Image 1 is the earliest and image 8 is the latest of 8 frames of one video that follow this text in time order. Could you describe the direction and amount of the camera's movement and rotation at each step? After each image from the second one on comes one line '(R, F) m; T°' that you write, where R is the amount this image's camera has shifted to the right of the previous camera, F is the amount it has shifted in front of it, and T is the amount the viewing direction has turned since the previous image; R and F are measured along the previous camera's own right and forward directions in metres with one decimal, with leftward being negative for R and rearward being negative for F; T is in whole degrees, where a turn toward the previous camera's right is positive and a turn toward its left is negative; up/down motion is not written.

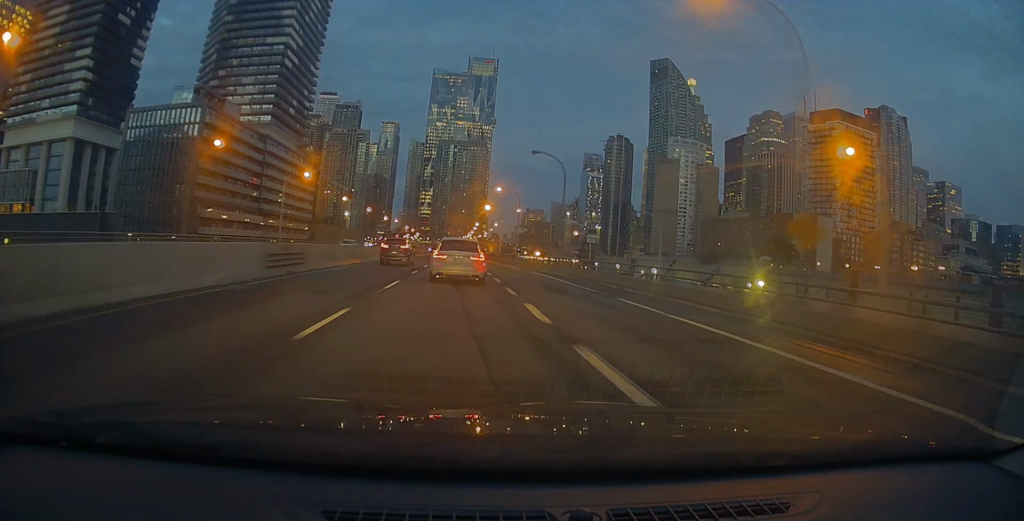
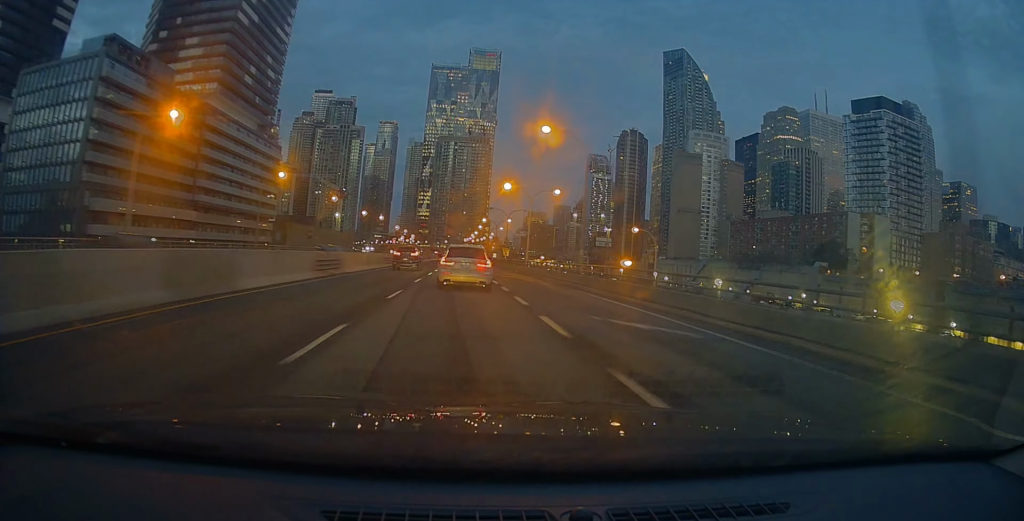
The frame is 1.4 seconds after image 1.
(+0.3, +36.9) m; 0°
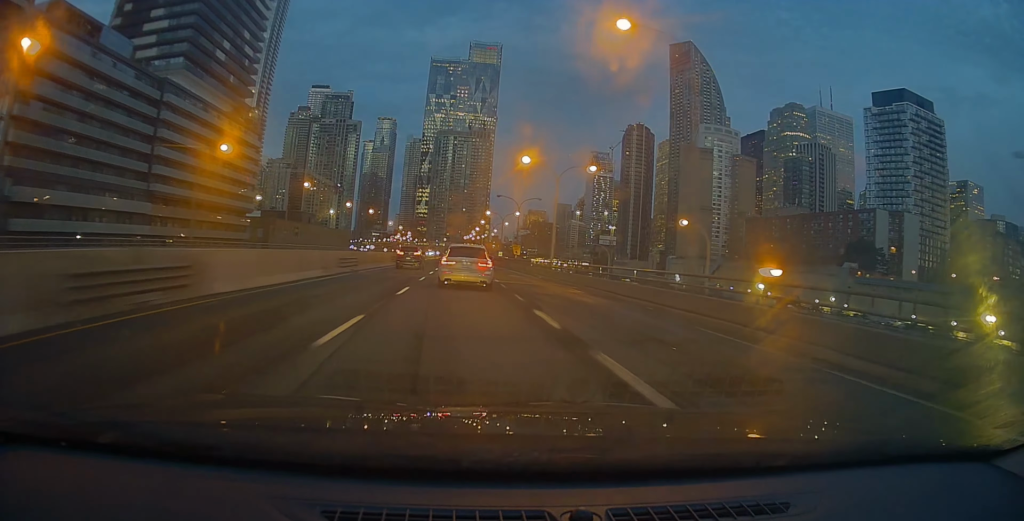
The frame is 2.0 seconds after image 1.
(-0.4, +16.6) m; 0°
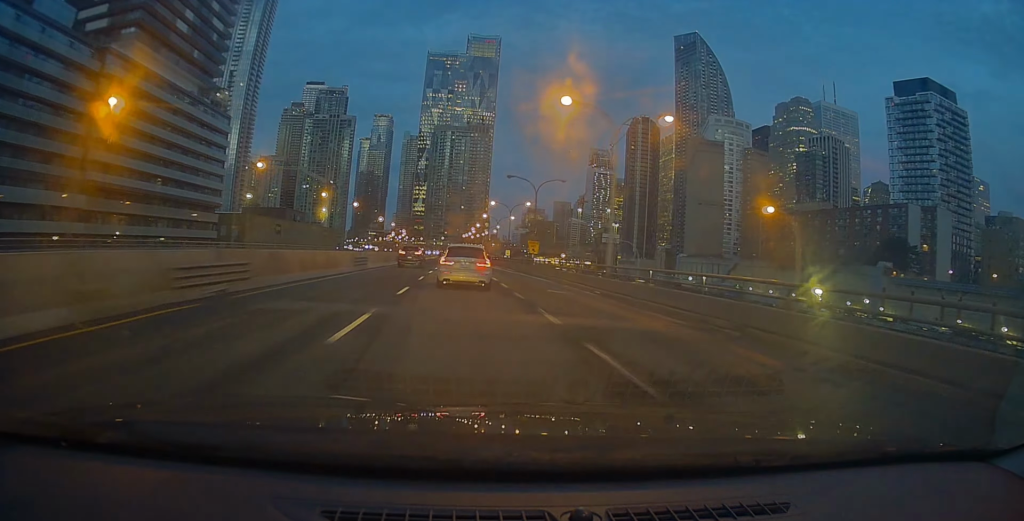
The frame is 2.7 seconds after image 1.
(+0.2, +17.4) m; -1°
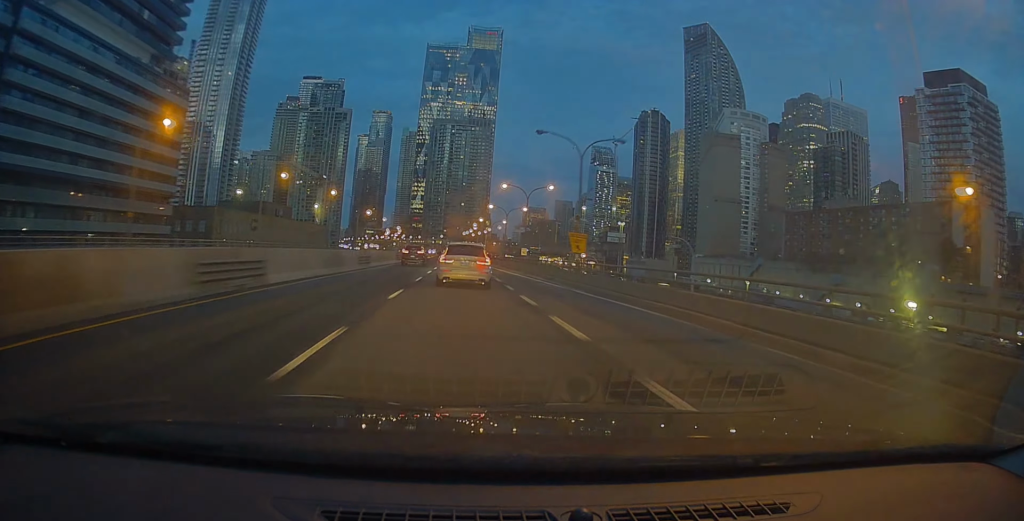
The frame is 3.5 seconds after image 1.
(-0.1, +20.0) m; 0°
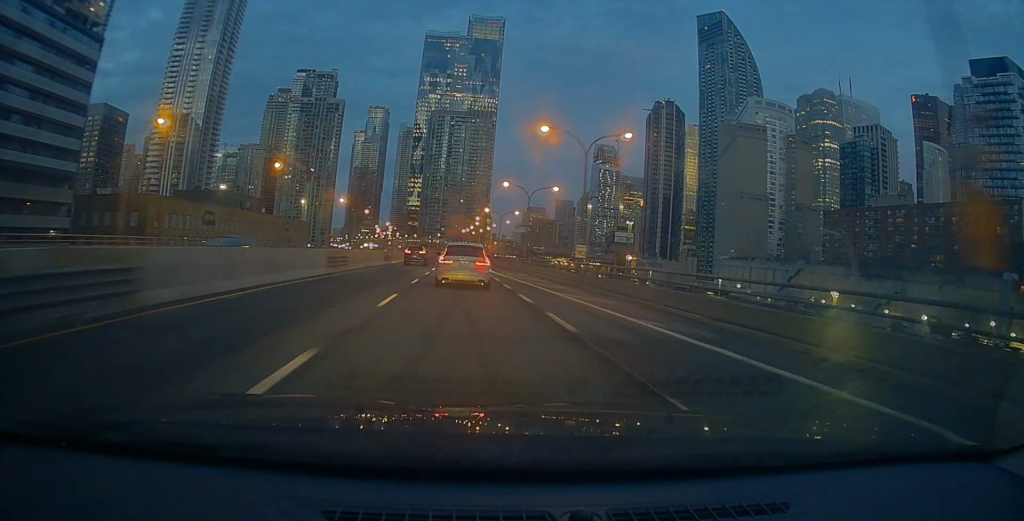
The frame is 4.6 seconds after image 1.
(-0.1, +28.7) m; +1°
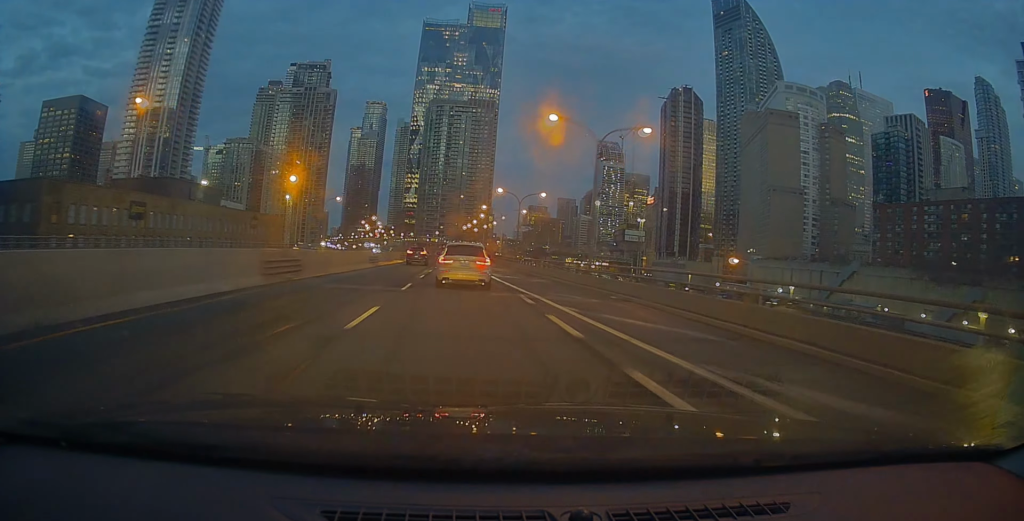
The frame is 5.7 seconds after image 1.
(+0.6, +30.4) m; +2°
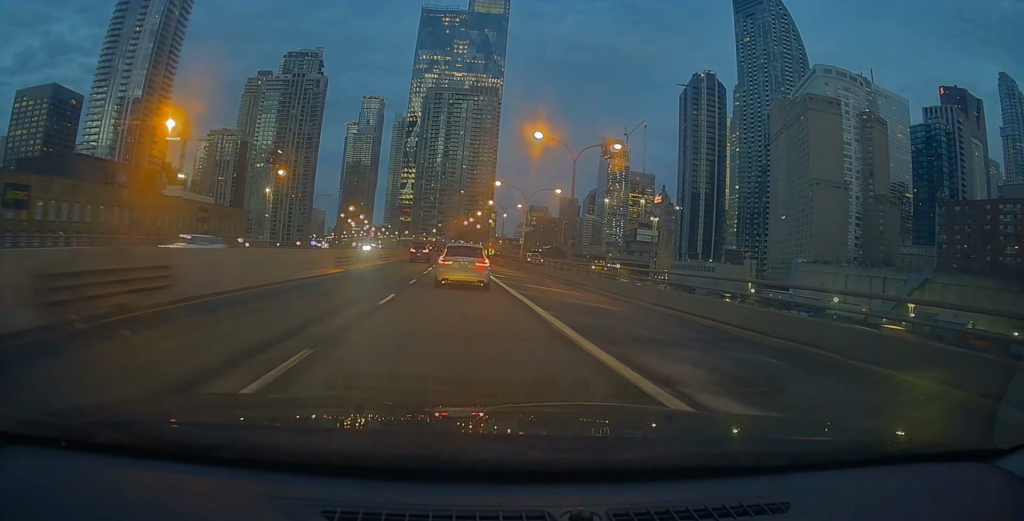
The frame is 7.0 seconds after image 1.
(+0.6, +32.6) m; -1°
